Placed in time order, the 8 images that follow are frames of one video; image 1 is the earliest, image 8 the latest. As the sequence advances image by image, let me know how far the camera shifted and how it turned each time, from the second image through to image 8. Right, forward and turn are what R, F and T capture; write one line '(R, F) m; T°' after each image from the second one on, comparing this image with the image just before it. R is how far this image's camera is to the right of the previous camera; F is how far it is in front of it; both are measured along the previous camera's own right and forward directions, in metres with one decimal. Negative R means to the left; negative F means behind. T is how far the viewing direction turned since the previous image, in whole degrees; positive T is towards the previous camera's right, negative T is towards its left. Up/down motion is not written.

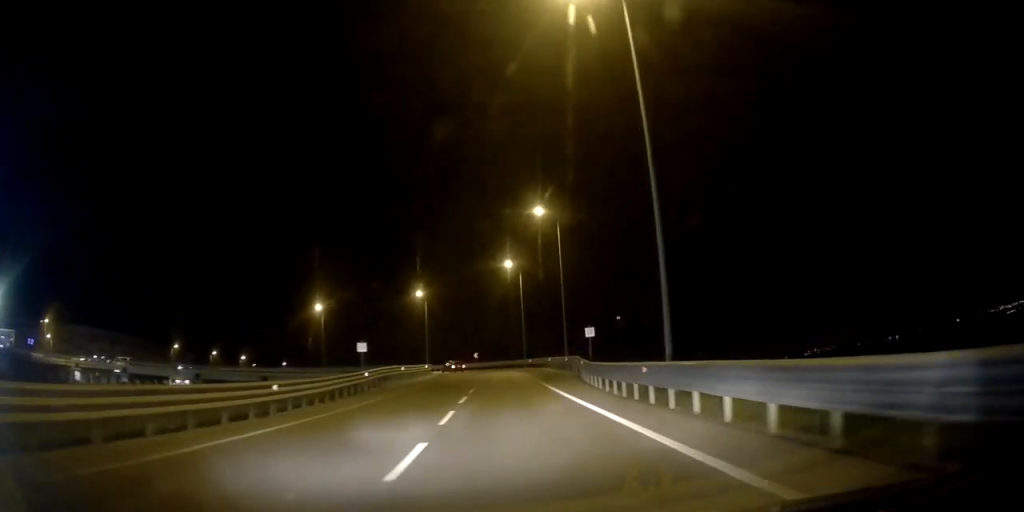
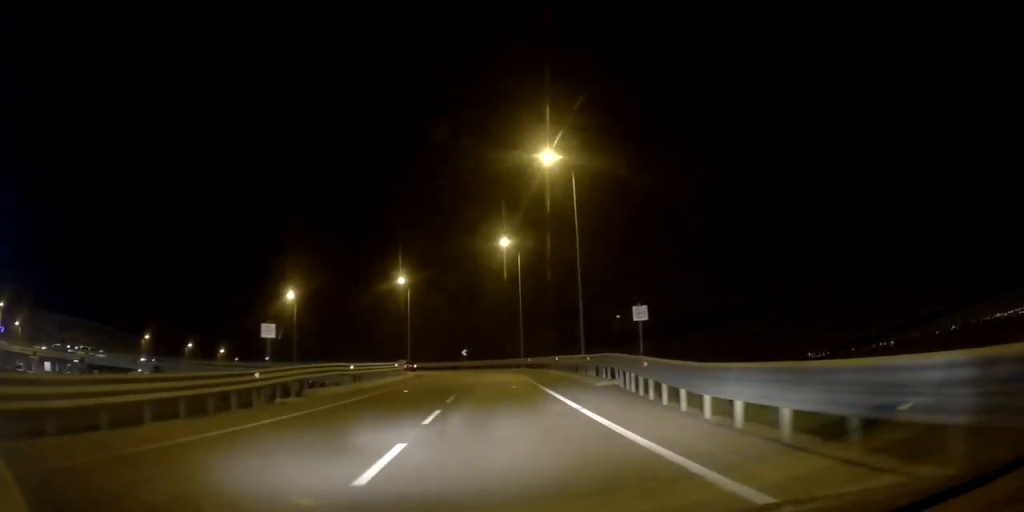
(-0.1, +12.5) m; 0°
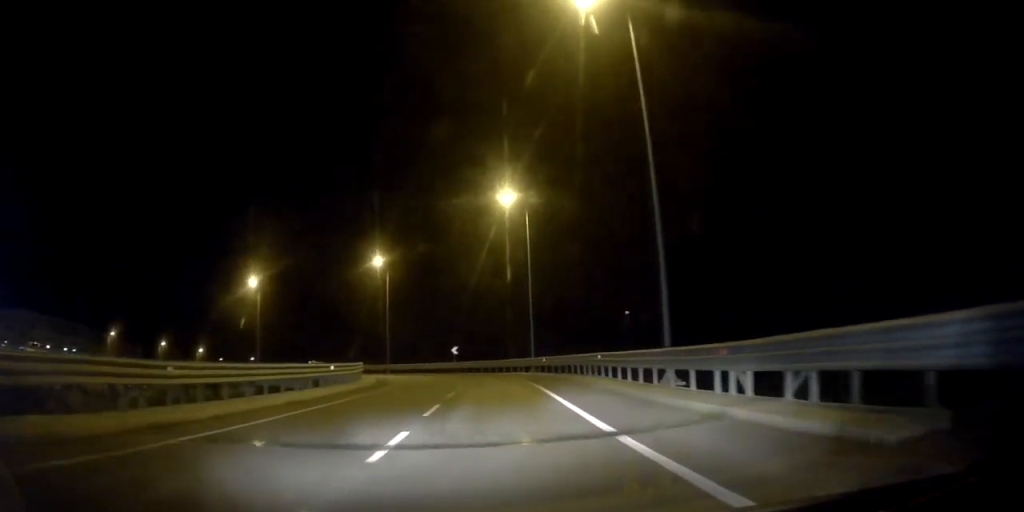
(0.0, +16.2) m; -1°
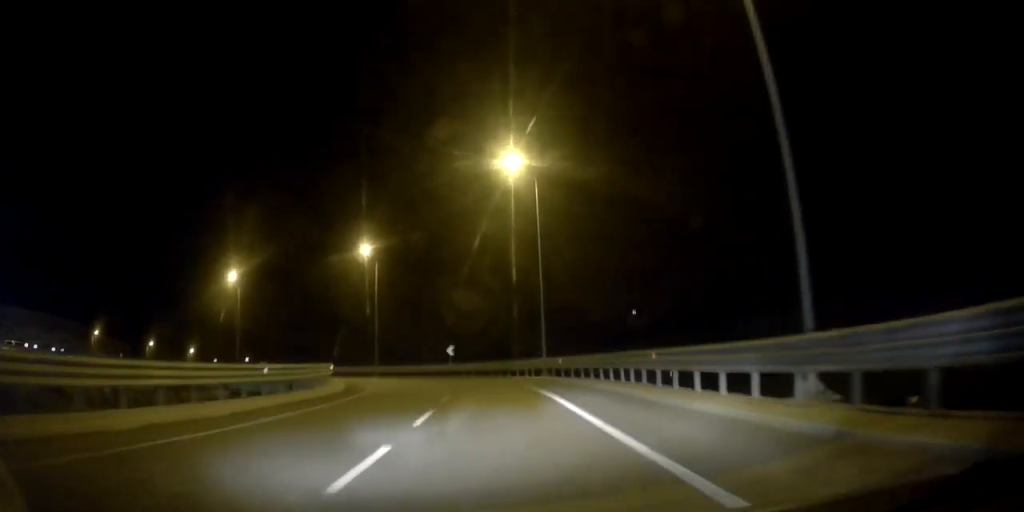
(-0.1, +7.5) m; -1°
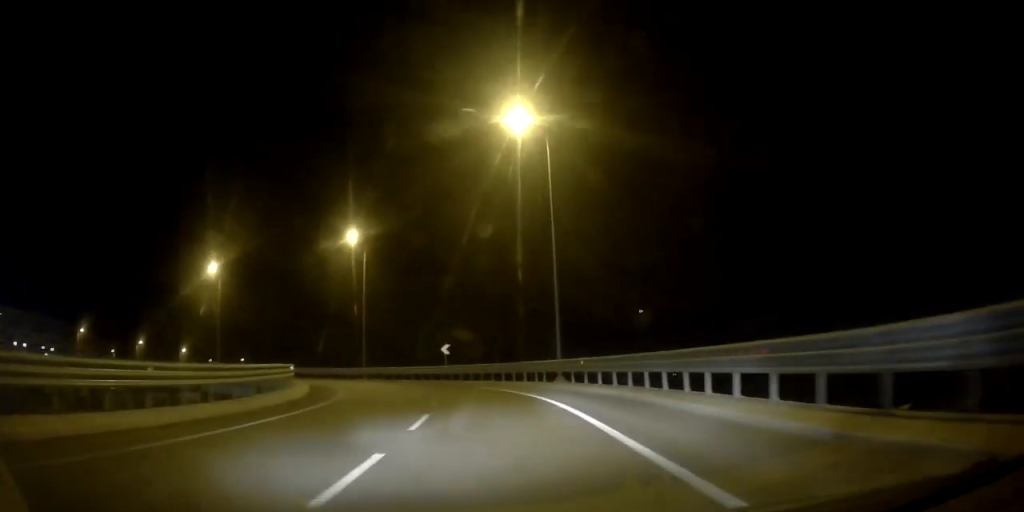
(+0.1, +6.3) m; -2°
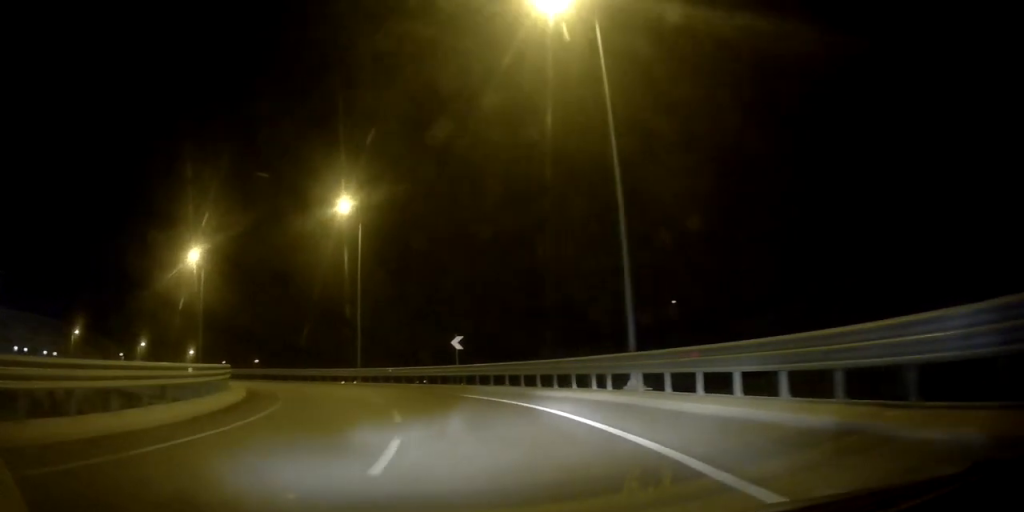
(-0.4, +9.7) m; -6°
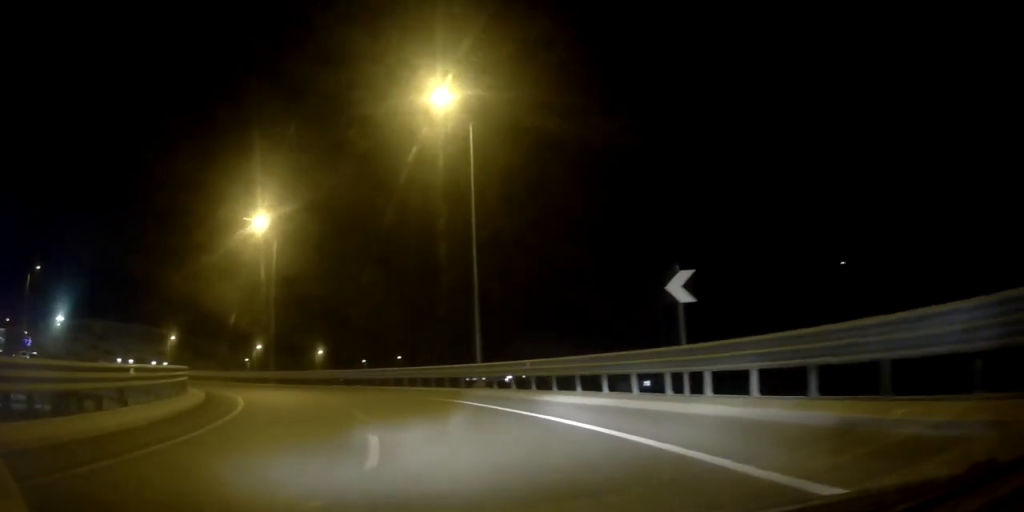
(-2.2, +16.5) m; -18°
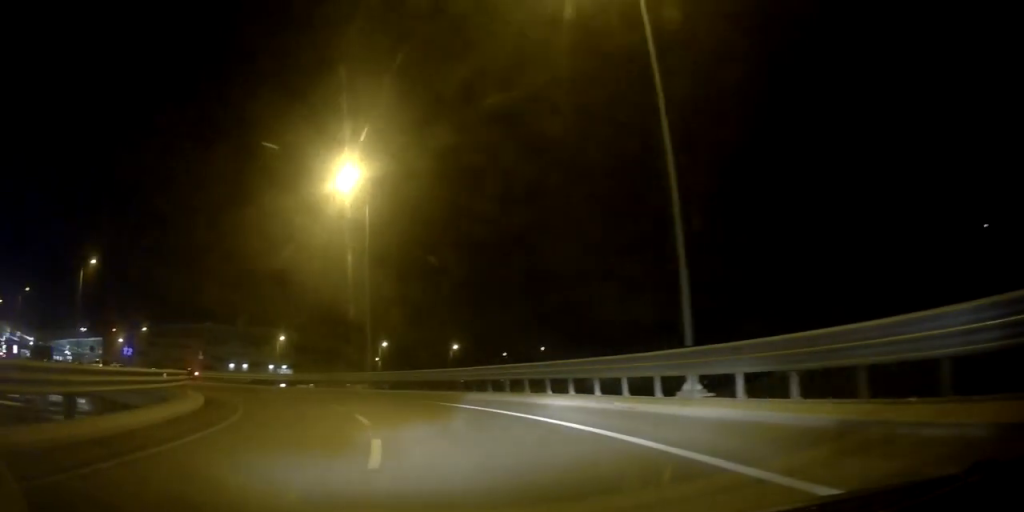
(-1.6, +11.5) m; -15°
